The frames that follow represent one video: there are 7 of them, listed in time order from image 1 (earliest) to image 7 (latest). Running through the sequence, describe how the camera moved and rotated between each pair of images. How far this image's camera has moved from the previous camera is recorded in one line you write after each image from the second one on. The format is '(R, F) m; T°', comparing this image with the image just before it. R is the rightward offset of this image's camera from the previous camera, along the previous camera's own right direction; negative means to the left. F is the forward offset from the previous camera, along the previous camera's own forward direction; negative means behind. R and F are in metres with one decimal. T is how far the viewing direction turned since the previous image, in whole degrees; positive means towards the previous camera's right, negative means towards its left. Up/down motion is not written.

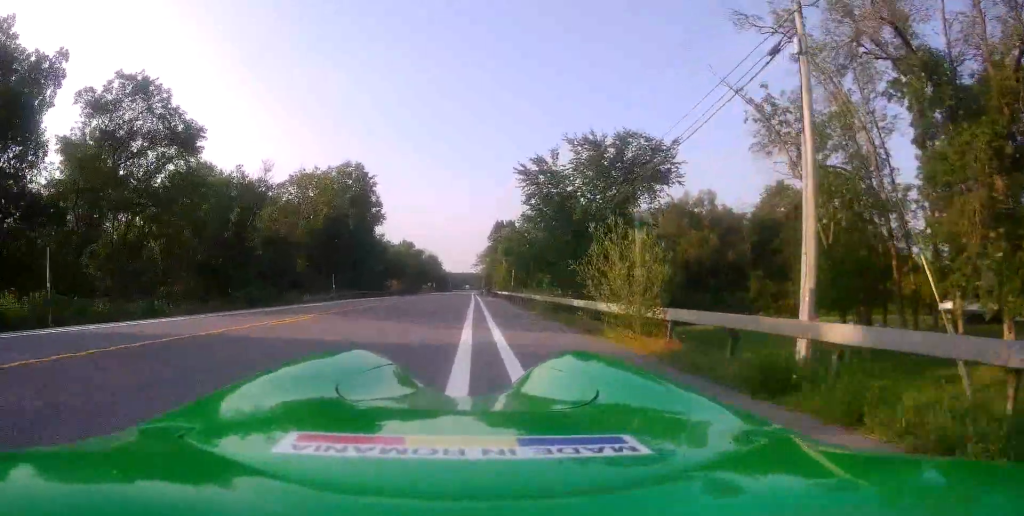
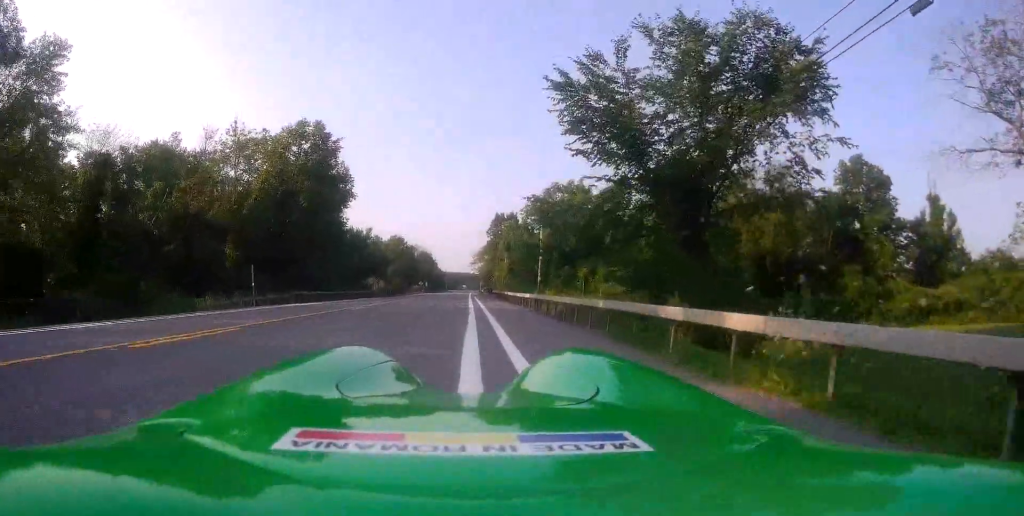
(0.0, +17.0) m; -1°
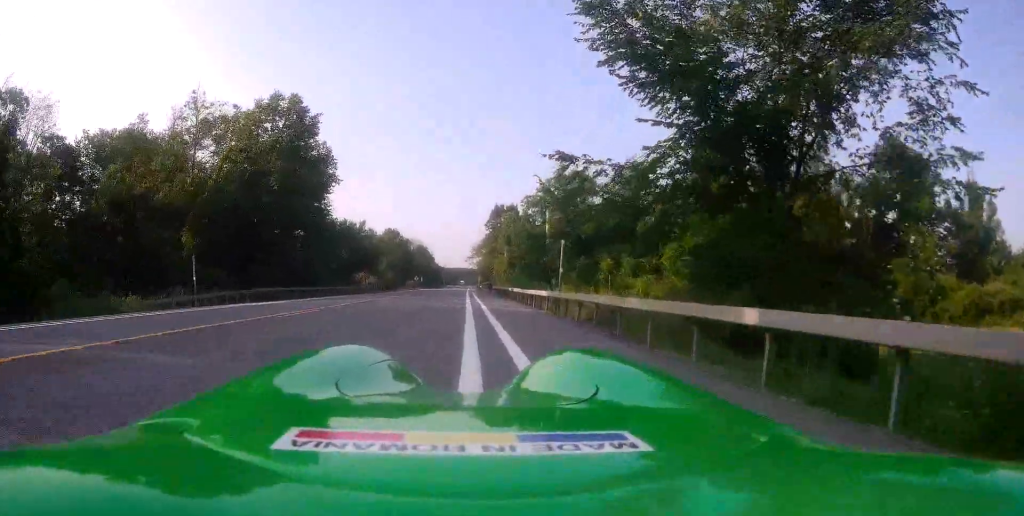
(-0.1, +6.2) m; +1°
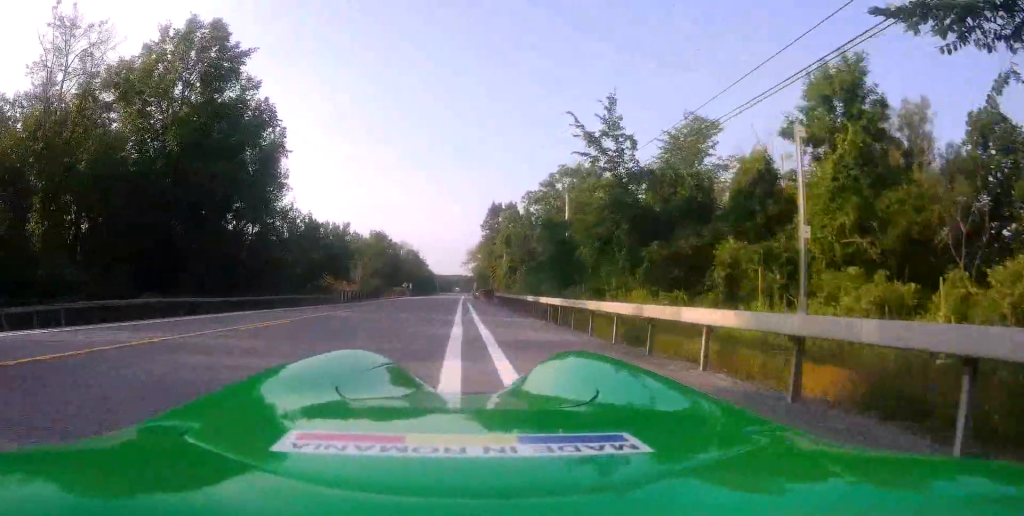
(+0.5, +13.5) m; +1°
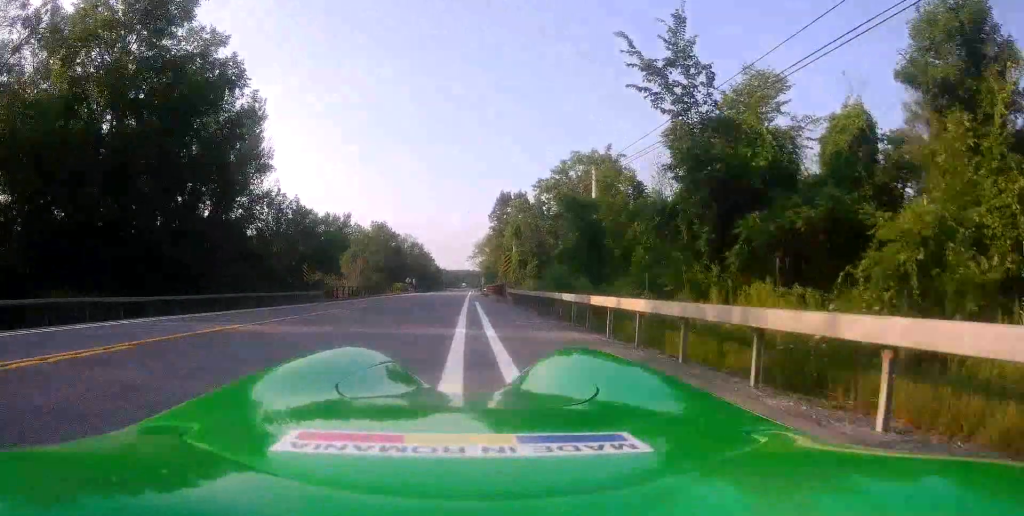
(+0.2, +6.5) m; -4°
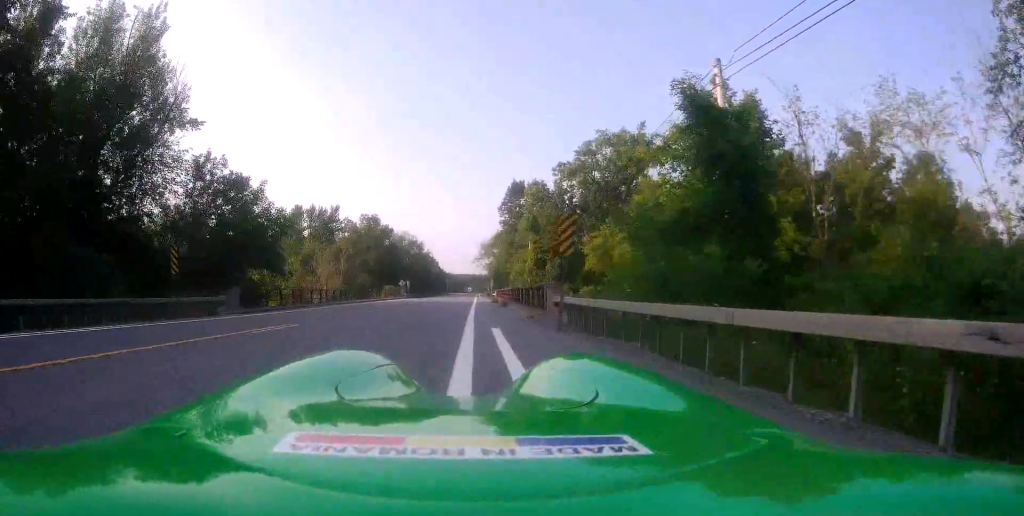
(0.0, +12.9) m; +4°
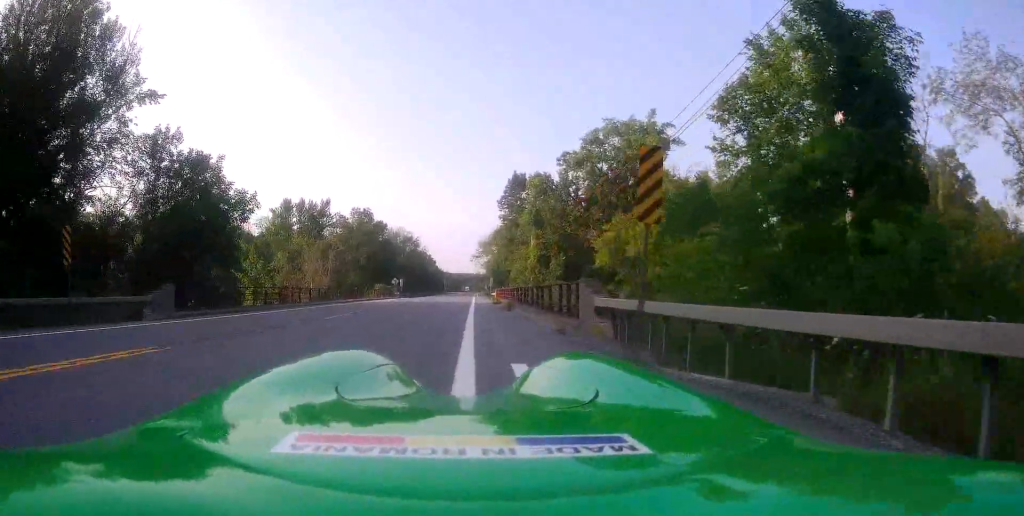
(+0.2, +7.0) m; 0°
